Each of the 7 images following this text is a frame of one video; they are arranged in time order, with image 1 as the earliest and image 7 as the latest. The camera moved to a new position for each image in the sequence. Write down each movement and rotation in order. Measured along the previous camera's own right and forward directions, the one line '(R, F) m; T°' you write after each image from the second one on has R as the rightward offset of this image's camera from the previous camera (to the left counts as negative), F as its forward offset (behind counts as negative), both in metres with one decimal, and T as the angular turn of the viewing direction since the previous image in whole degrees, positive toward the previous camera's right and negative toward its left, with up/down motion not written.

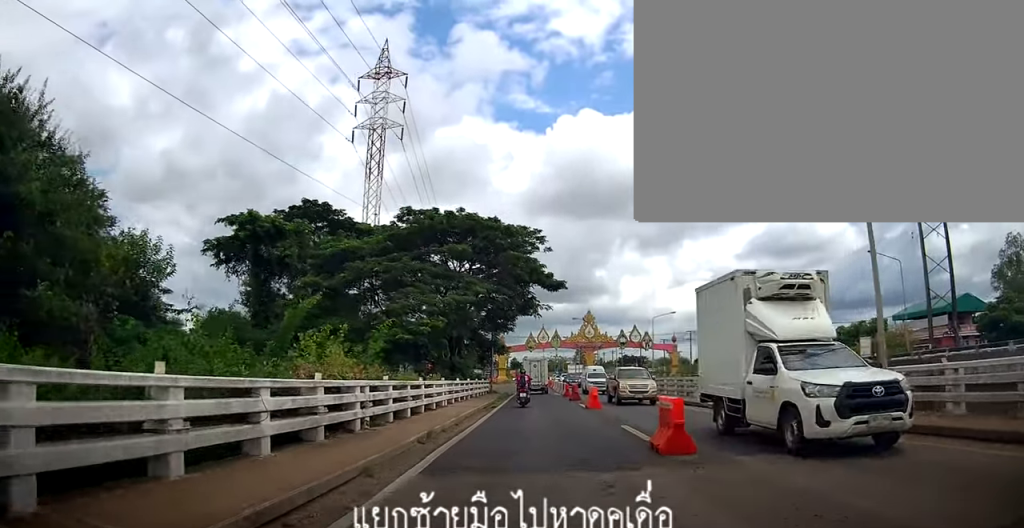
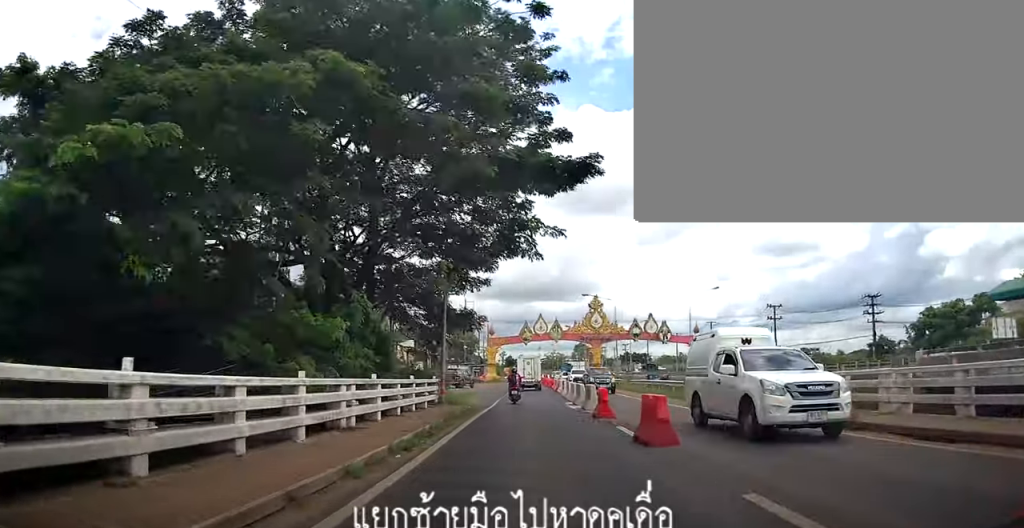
(0.0, +20.2) m; 0°
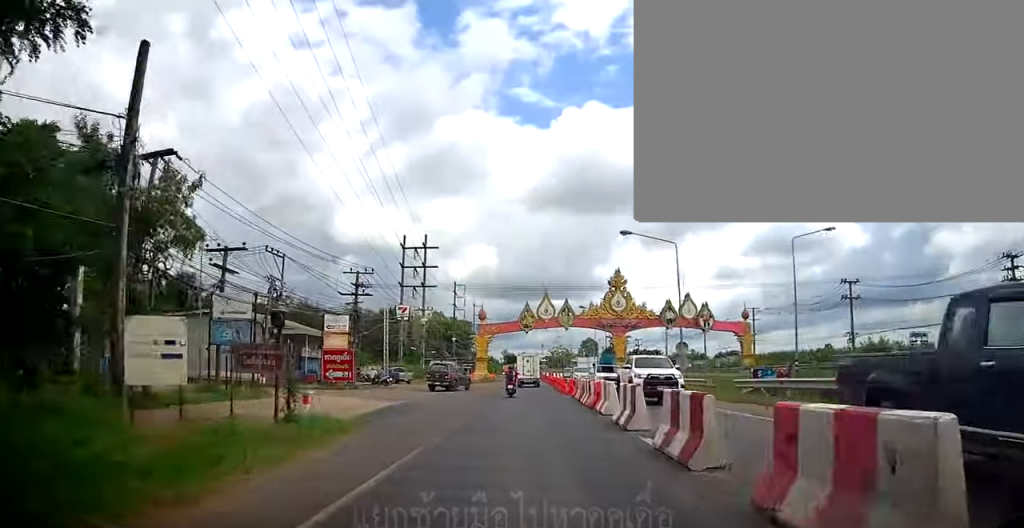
(0.0, +23.6) m; 0°
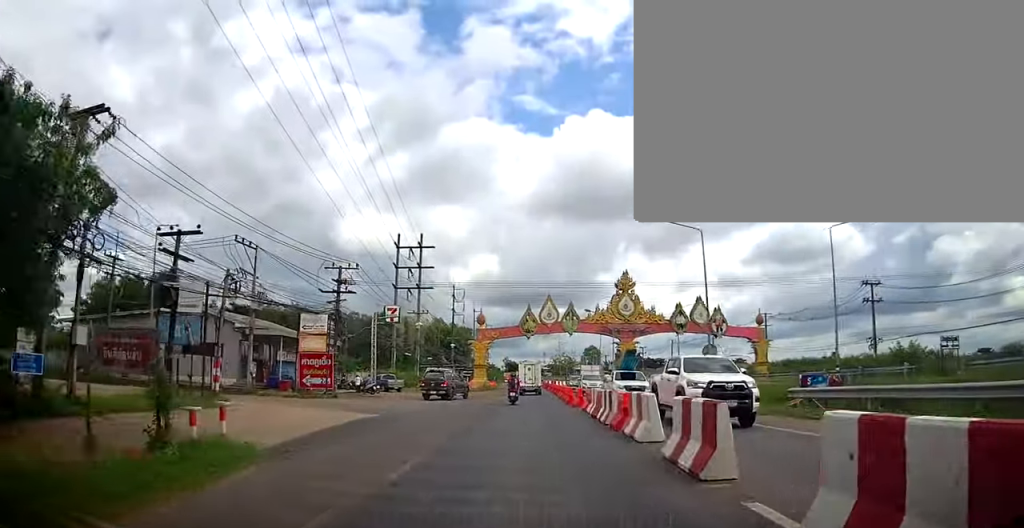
(0.0, +4.8) m; 0°
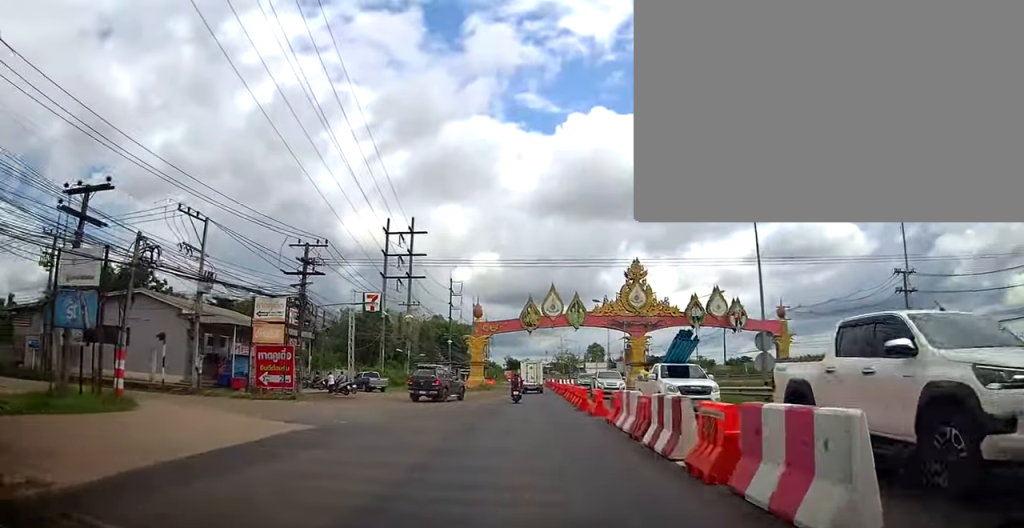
(0.0, +6.6) m; 0°
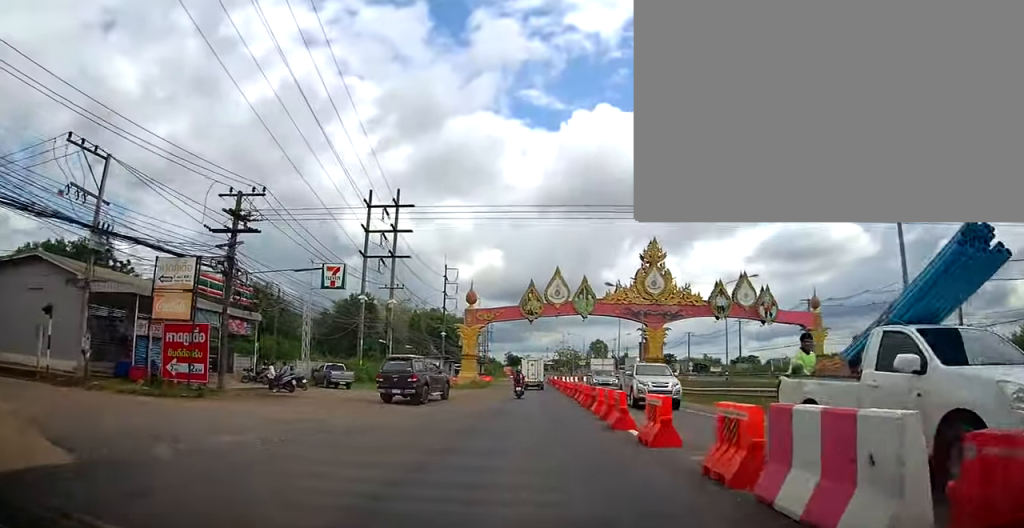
(0.0, +8.8) m; 0°
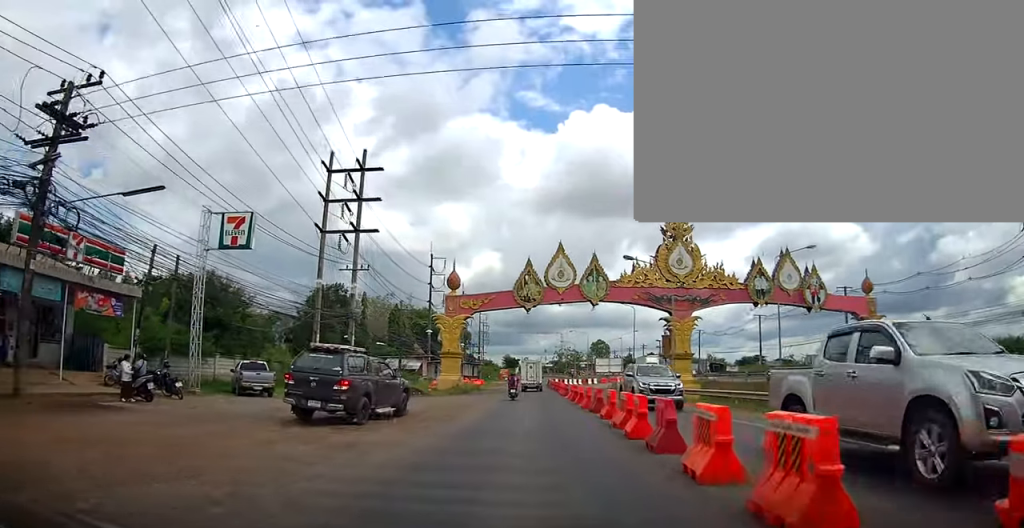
(0.0, +11.3) m; 0°
